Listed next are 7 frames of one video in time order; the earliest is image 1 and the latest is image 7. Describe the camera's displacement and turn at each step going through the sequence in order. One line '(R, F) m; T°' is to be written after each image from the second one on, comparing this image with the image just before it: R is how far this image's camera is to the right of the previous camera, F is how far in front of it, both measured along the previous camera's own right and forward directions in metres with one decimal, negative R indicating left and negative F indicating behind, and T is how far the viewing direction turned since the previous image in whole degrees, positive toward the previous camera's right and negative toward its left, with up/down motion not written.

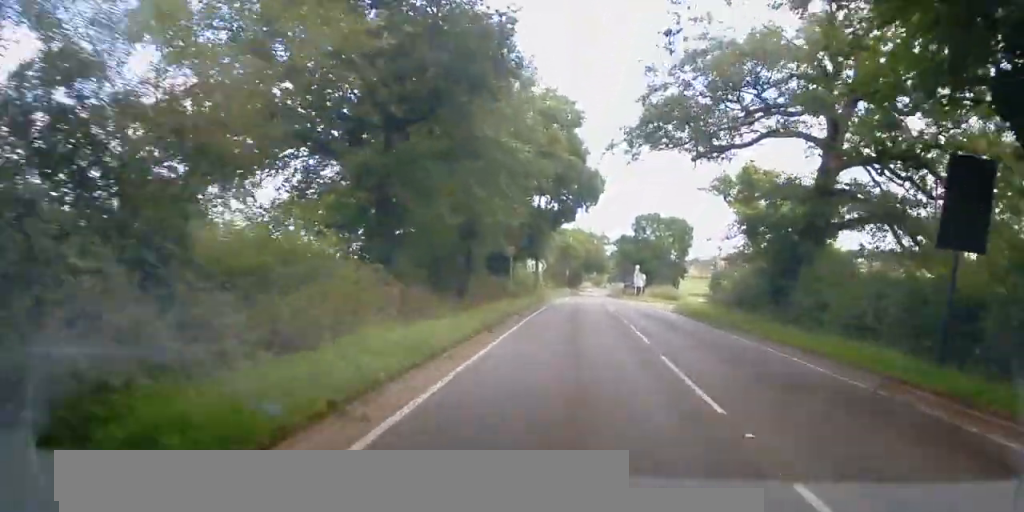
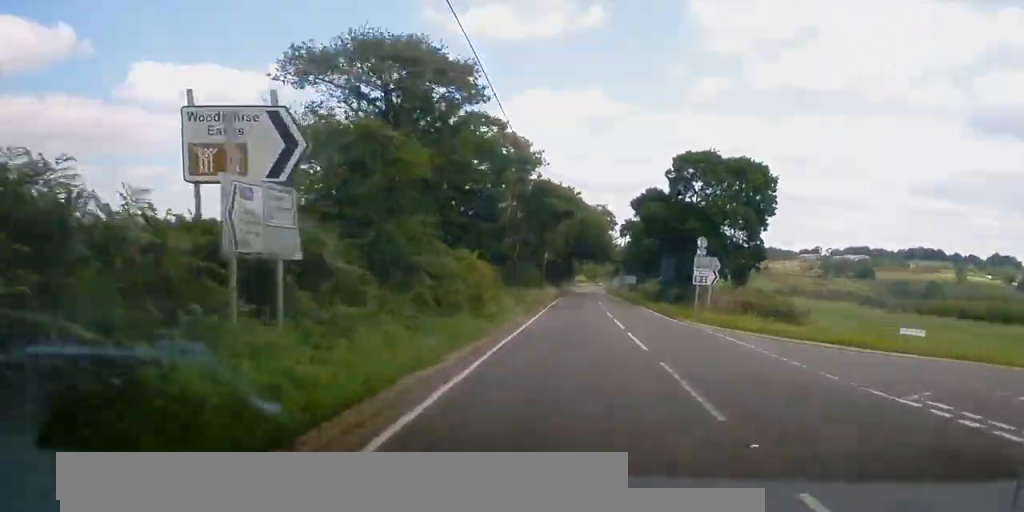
(+0.1, +52.6) m; +1°
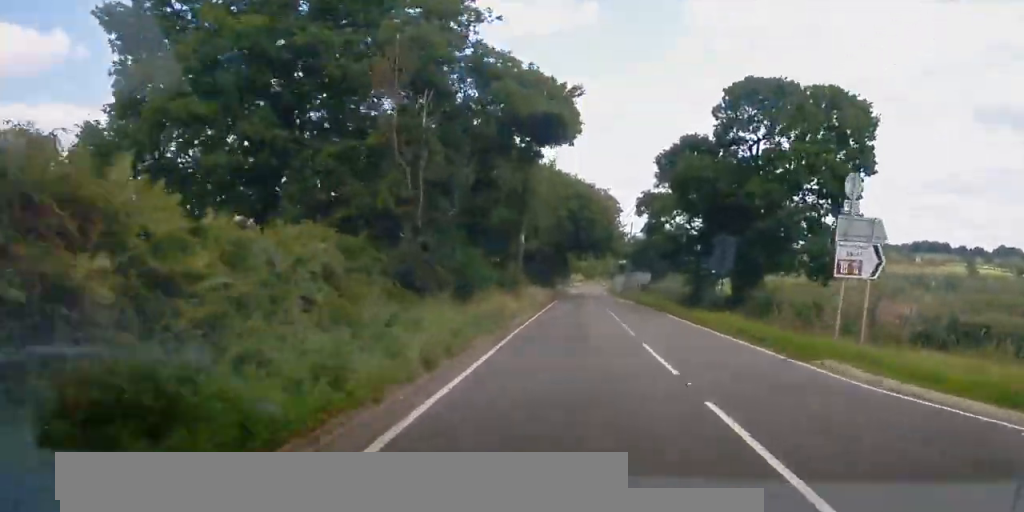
(0.0, +22.7) m; 0°
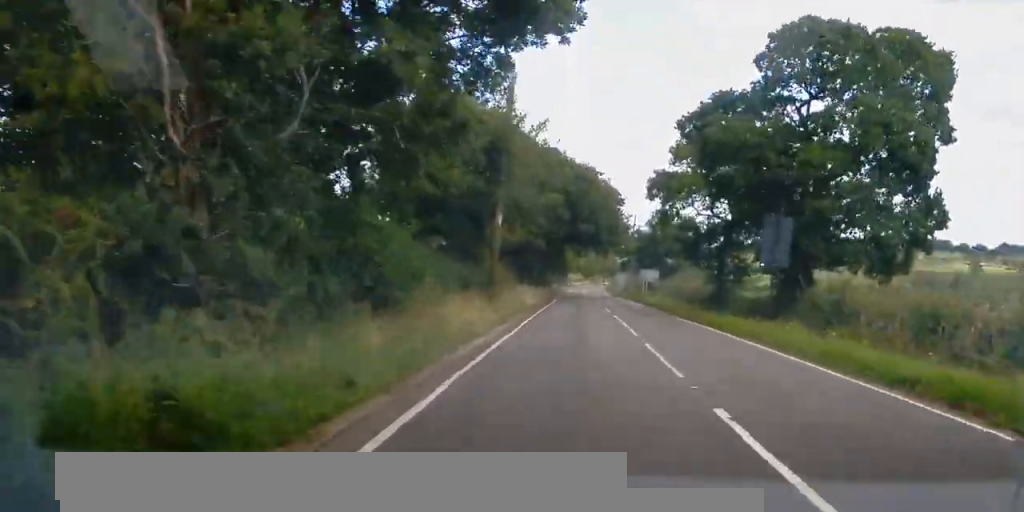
(0.0, +9.5) m; 0°
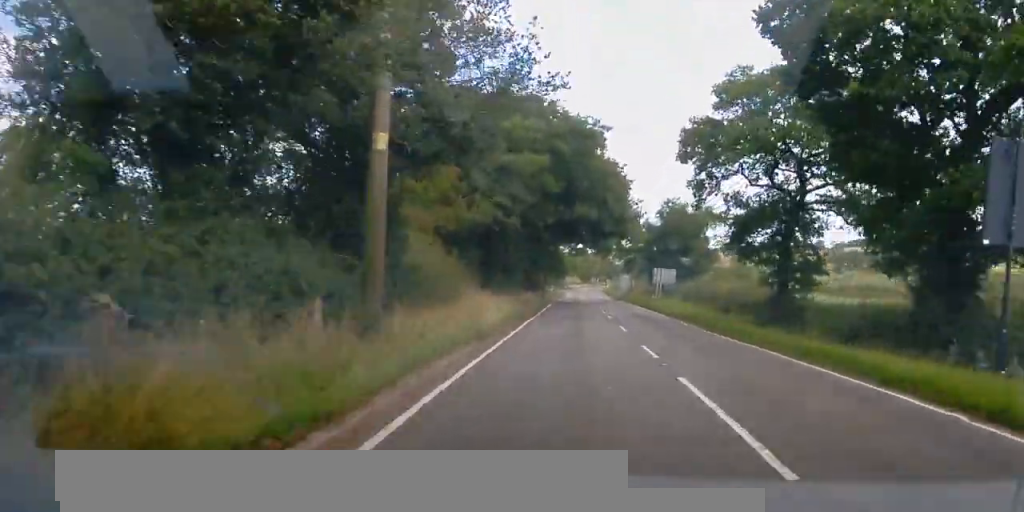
(-0.1, +14.6) m; 0°
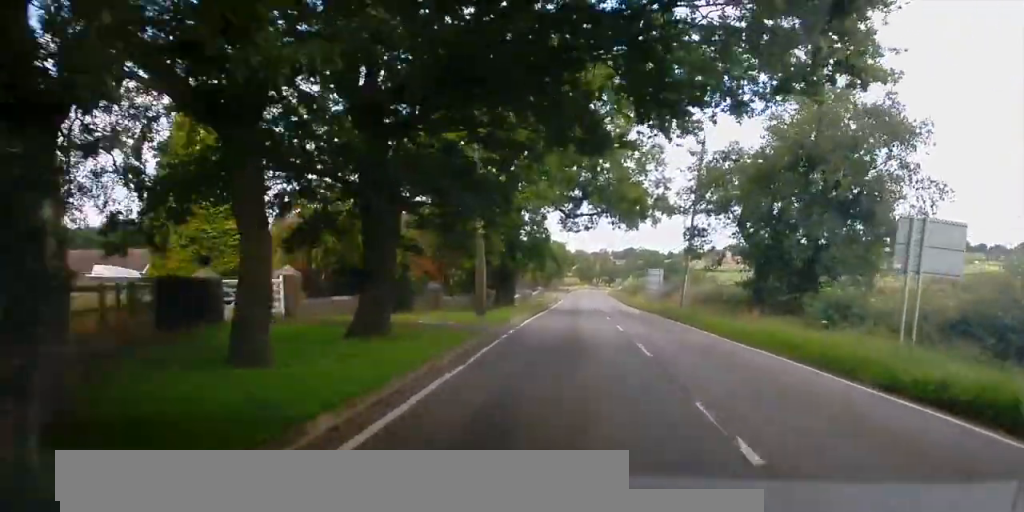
(0.0, +44.0) m; 0°
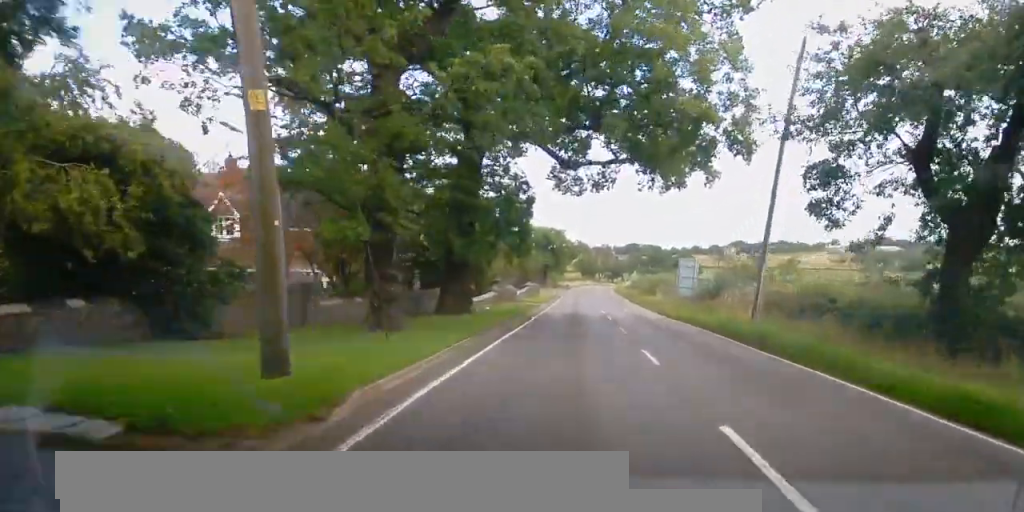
(+0.2, +19.3) m; 0°
